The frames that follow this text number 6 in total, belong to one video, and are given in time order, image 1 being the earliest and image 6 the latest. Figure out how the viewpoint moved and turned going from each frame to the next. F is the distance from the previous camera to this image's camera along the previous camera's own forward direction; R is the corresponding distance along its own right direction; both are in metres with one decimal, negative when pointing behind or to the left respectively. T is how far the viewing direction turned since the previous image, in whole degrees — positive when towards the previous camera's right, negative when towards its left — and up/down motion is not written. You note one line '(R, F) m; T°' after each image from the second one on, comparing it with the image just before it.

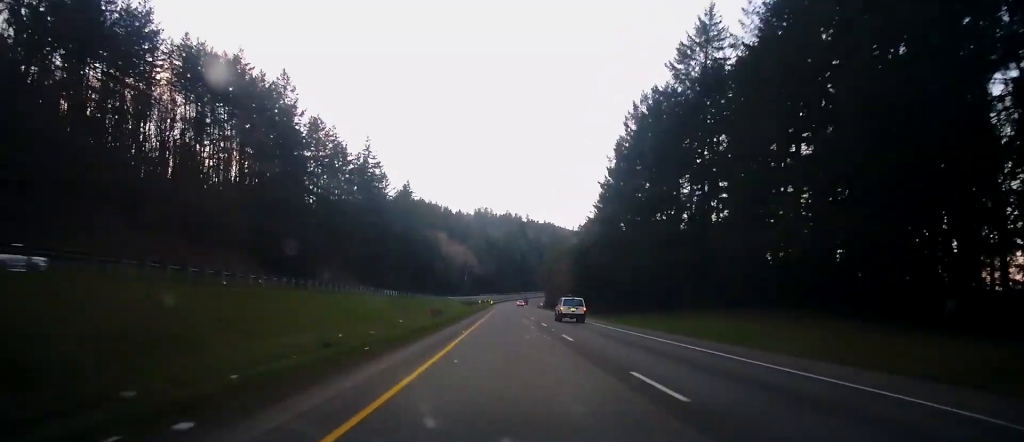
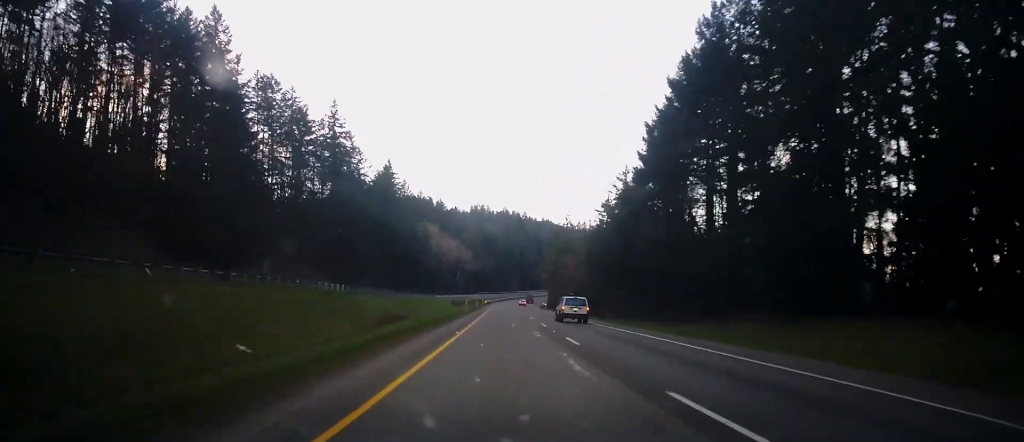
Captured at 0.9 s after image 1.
(-0.1, +27.2) m; 0°
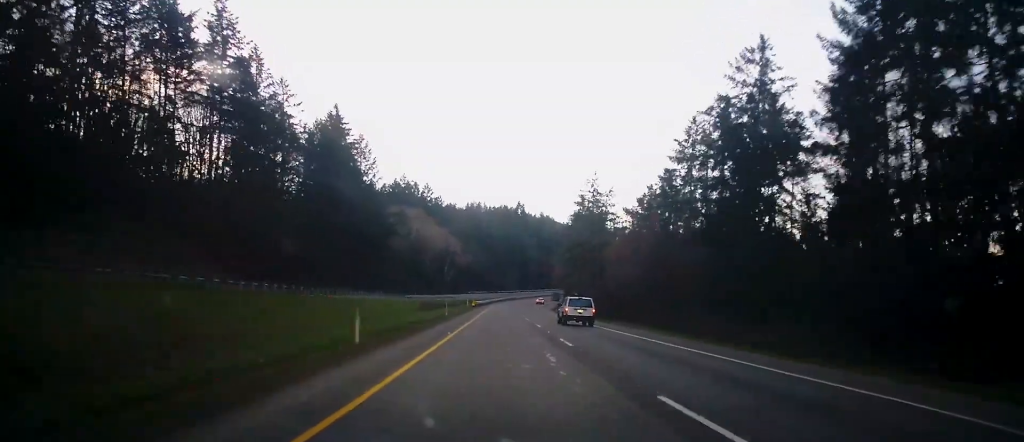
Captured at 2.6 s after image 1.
(+0.3, +49.7) m; 0°
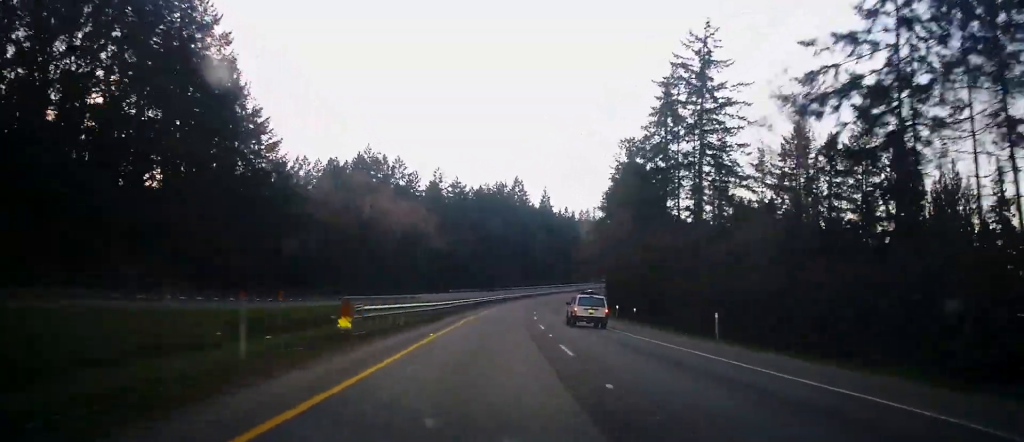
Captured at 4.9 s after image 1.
(-0.3, +64.9) m; 0°
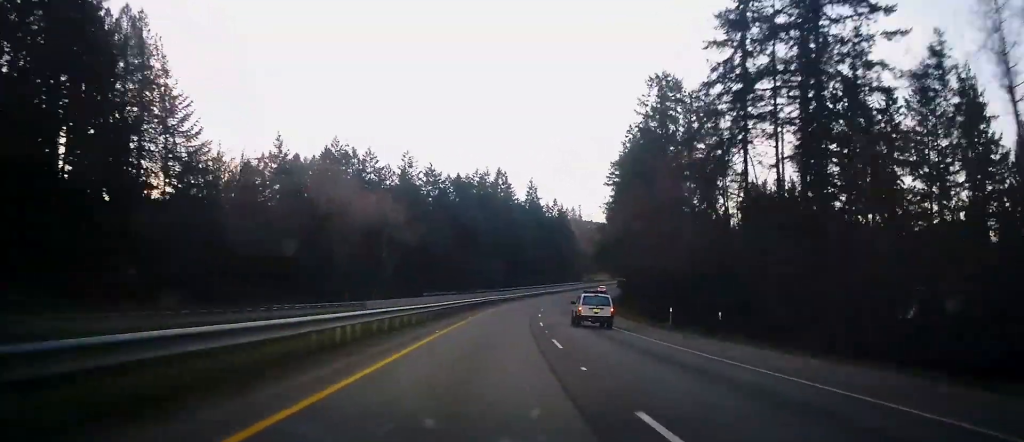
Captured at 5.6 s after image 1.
(0.0, +22.2) m; 0°
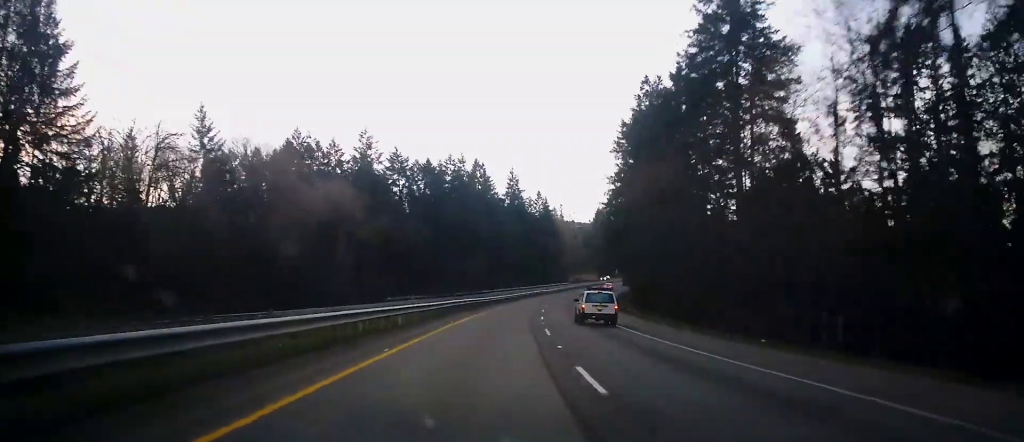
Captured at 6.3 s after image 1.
(-0.2, +20.2) m; +1°
